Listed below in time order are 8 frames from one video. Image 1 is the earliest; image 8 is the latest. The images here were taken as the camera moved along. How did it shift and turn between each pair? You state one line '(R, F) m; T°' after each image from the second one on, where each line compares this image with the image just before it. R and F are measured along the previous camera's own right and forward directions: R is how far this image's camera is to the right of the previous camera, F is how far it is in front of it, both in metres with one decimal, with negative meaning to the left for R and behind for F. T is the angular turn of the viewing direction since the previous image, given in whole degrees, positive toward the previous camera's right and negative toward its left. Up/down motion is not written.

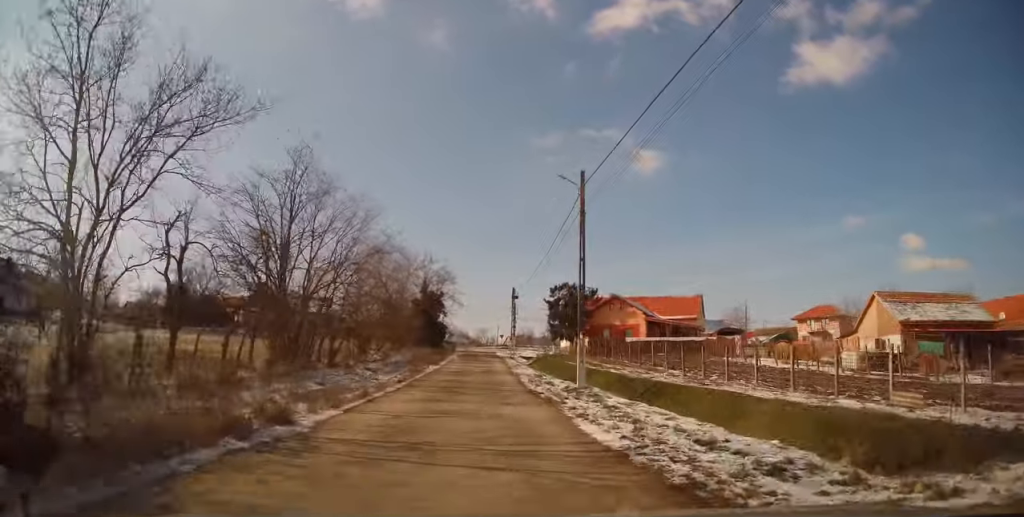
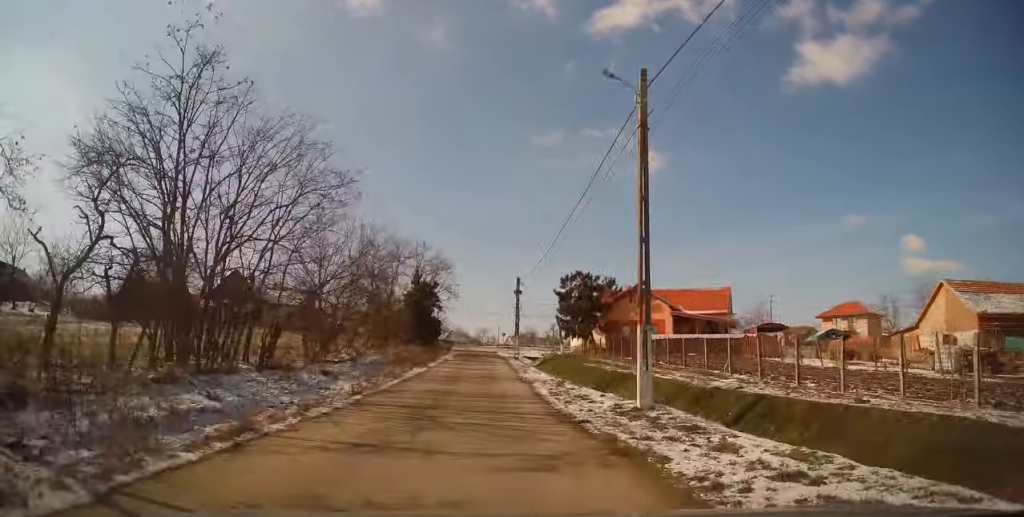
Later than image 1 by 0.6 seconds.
(0.0, +7.9) m; 0°
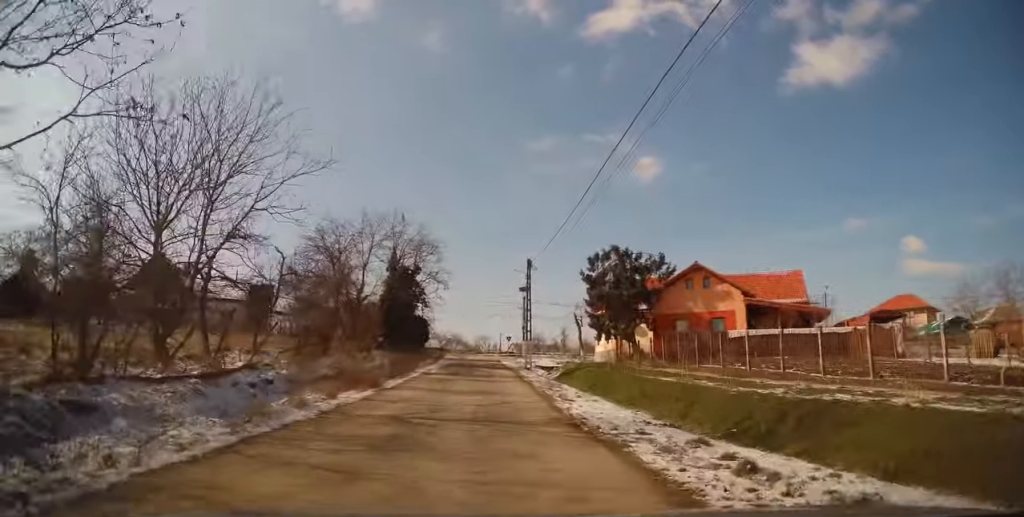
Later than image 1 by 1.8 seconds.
(0.0, +14.1) m; 0°
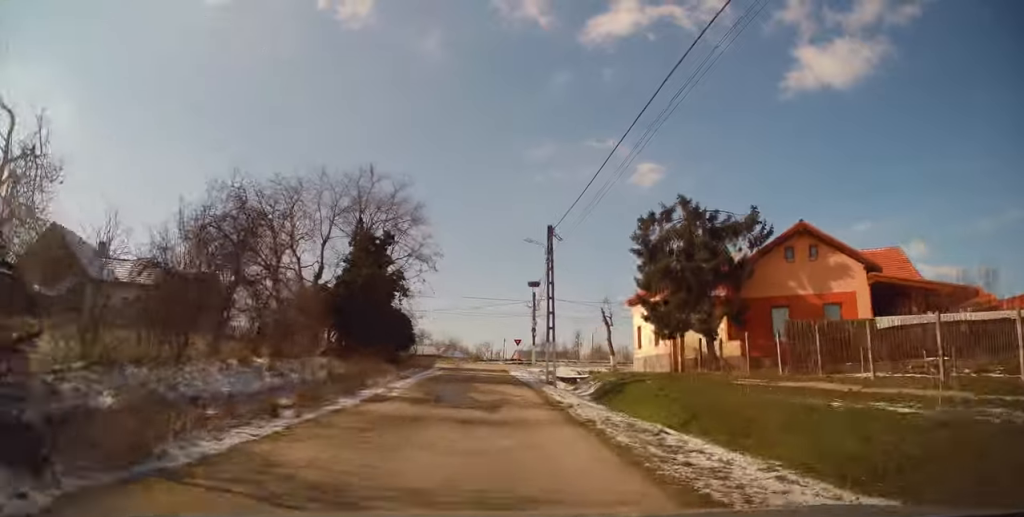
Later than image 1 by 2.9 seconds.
(+0.1, +12.2) m; +1°
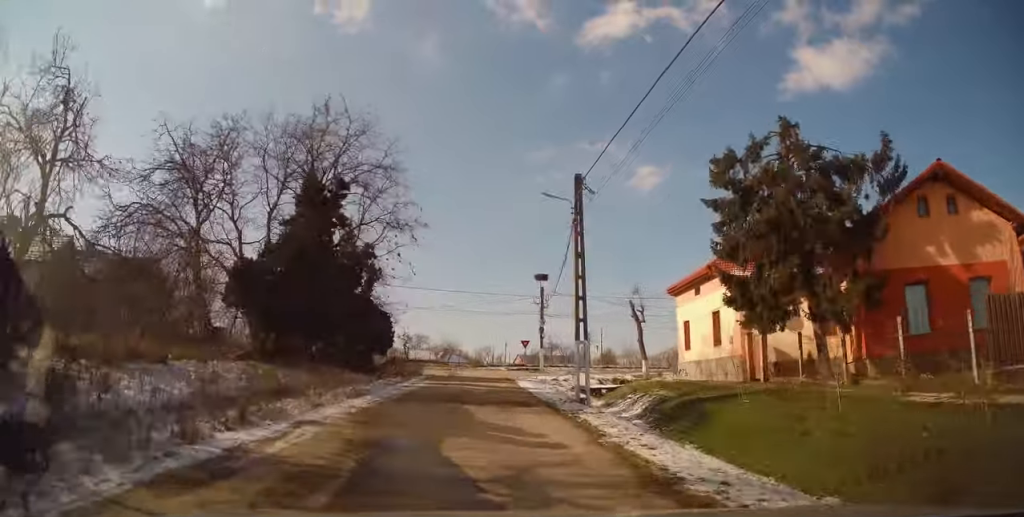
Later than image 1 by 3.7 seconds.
(+0.2, +8.7) m; -1°
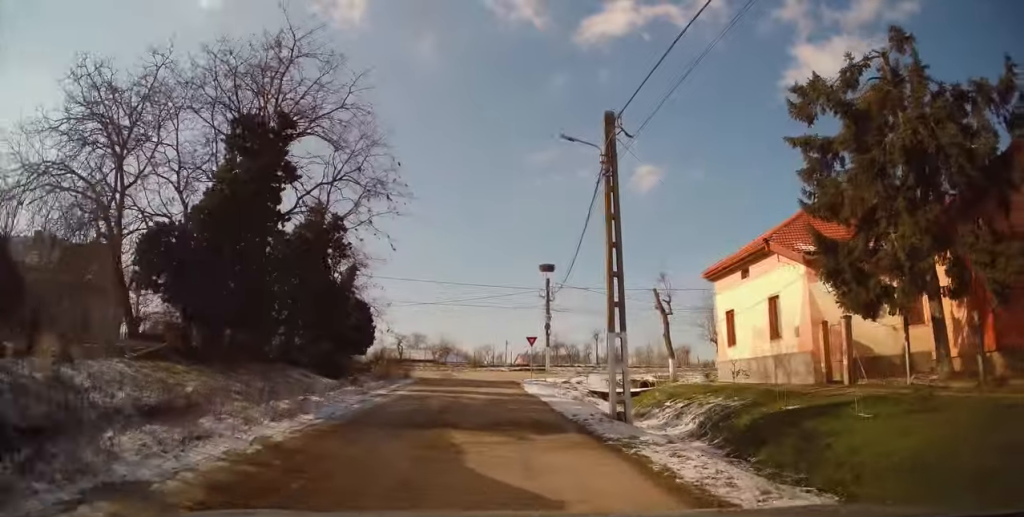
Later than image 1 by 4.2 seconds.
(-0.2, +5.0) m; -1°
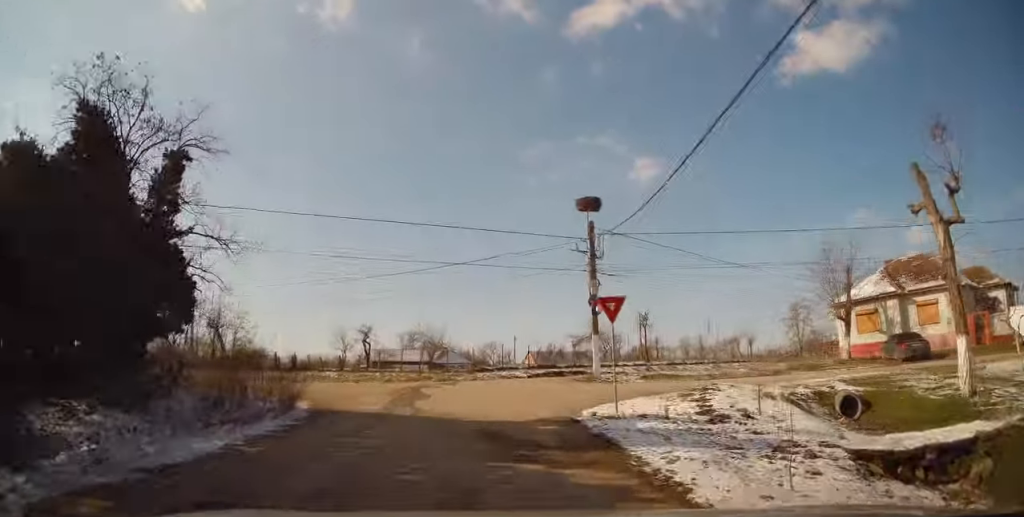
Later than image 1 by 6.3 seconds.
(-0.1, +19.1) m; +2°
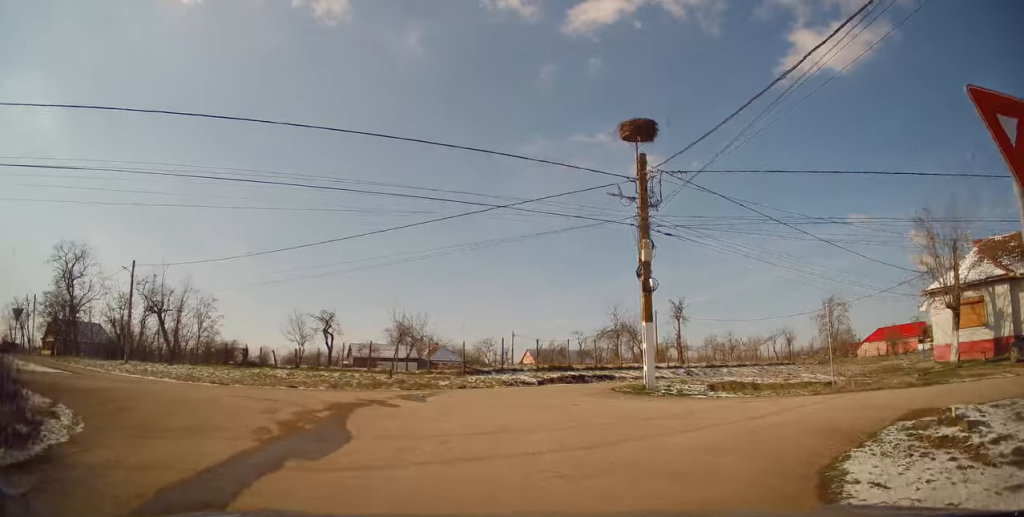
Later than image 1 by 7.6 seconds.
(+0.1, +8.8) m; -4°
